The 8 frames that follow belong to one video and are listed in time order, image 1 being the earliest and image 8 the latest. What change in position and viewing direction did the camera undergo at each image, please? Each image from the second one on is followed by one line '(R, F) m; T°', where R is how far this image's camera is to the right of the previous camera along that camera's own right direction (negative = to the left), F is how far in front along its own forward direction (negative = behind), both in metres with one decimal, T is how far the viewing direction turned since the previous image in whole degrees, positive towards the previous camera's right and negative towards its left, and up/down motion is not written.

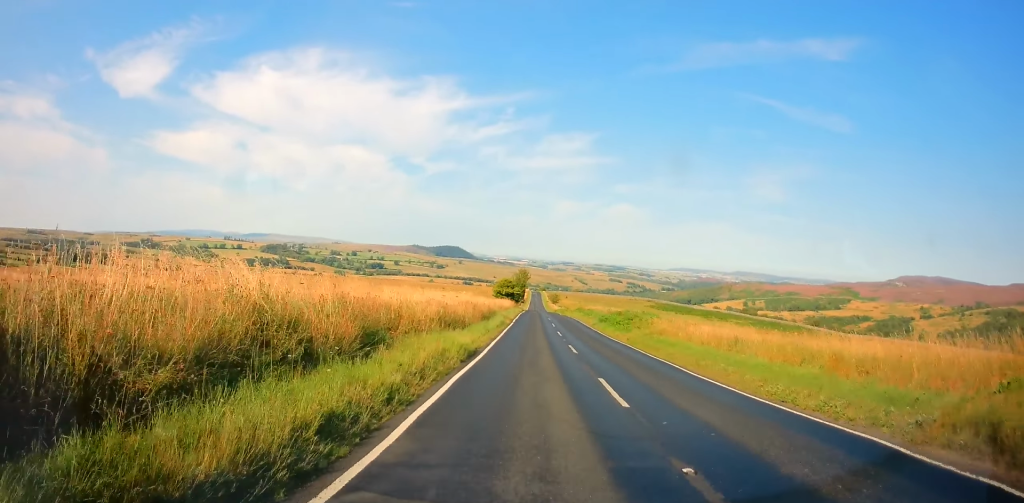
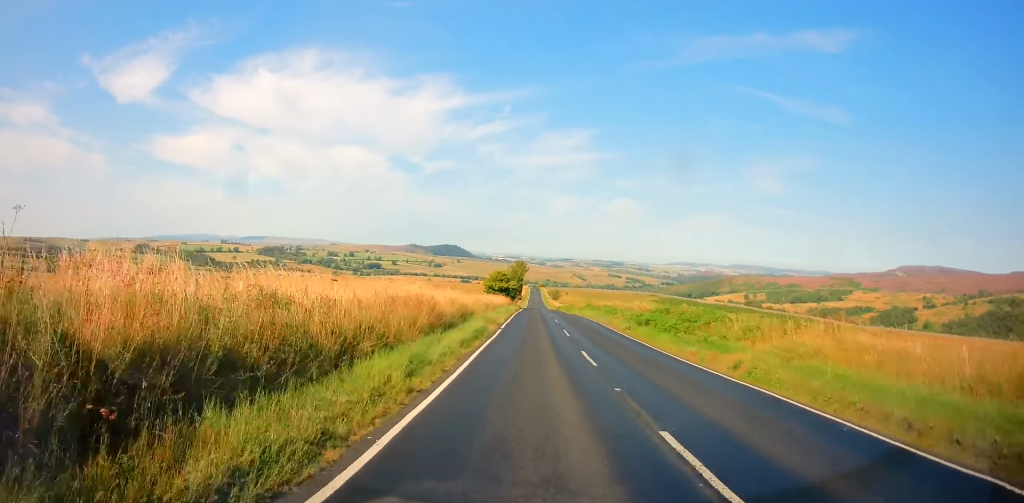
(+0.2, +14.0) m; +1°
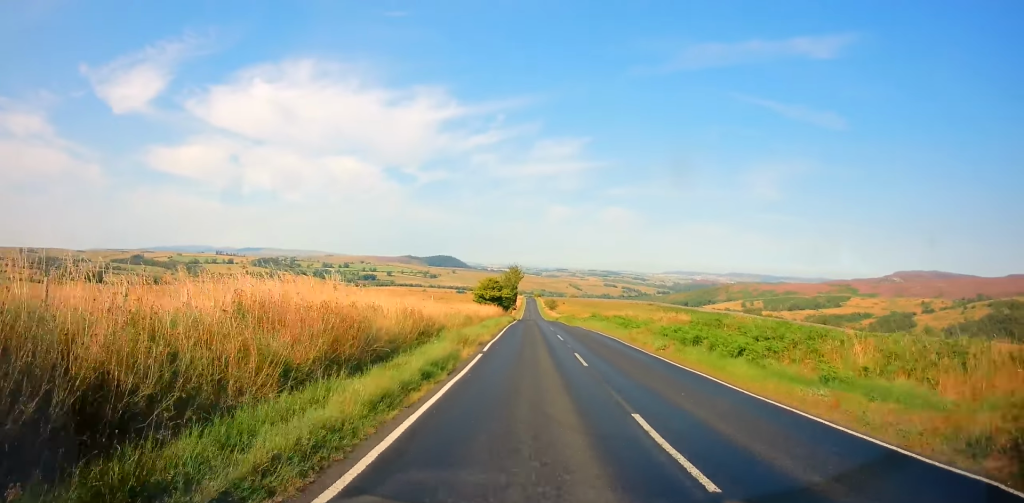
(0.0, +7.6) m; 0°
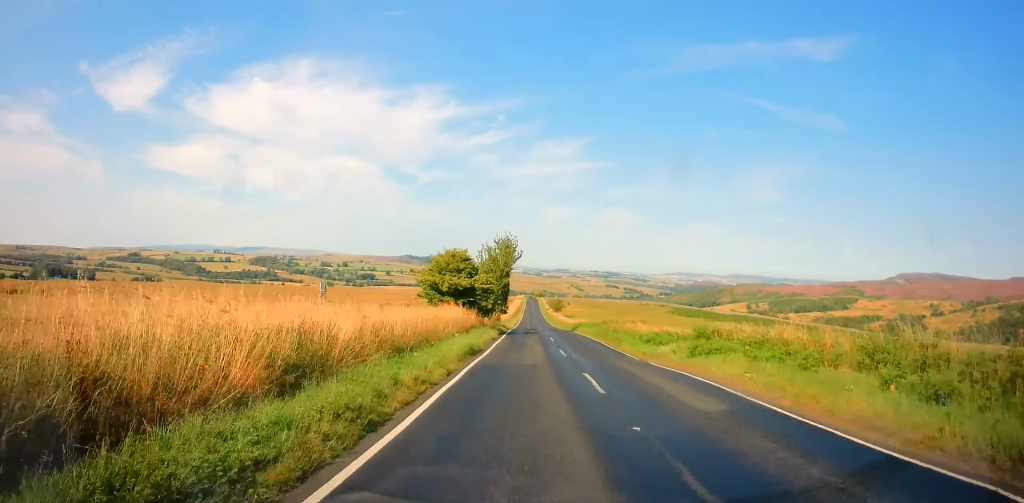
(-0.3, +31.2) m; 0°
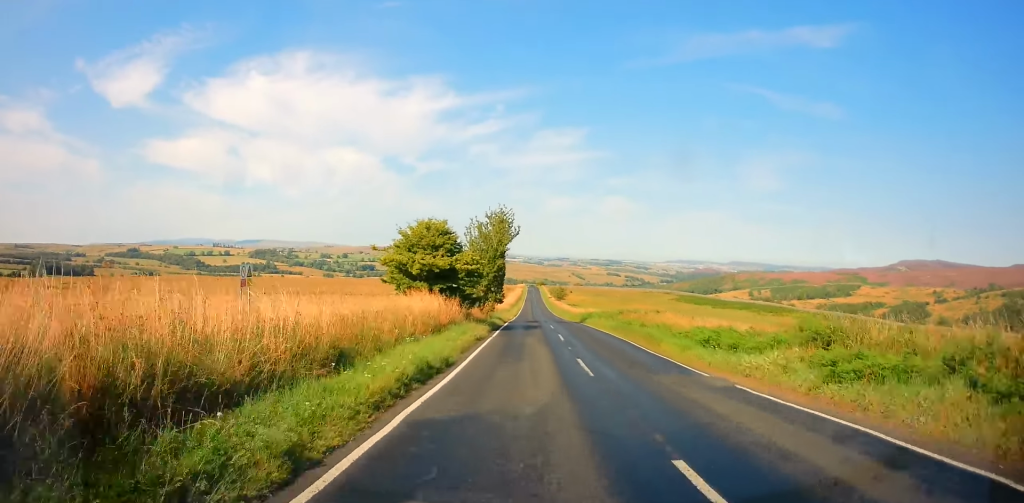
(+0.1, +7.9) m; 0°
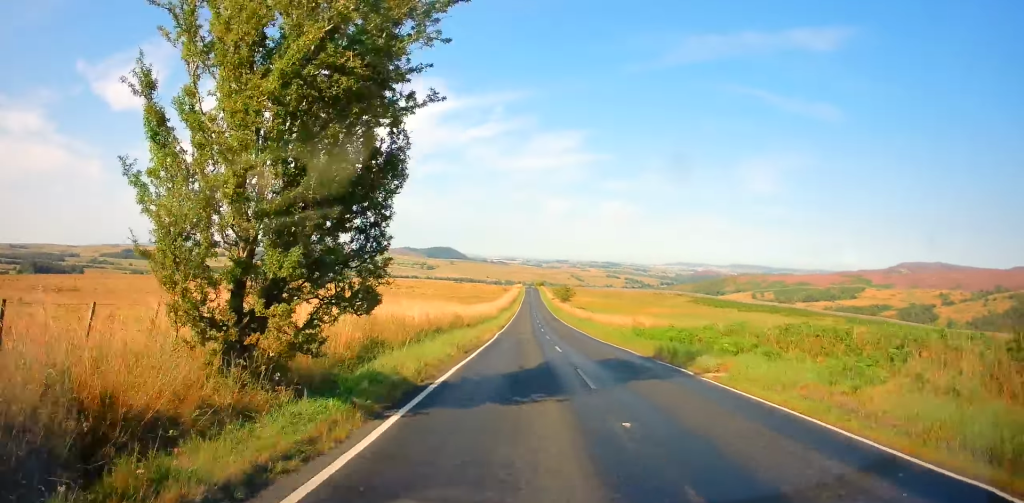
(-0.2, +28.7) m; -1°
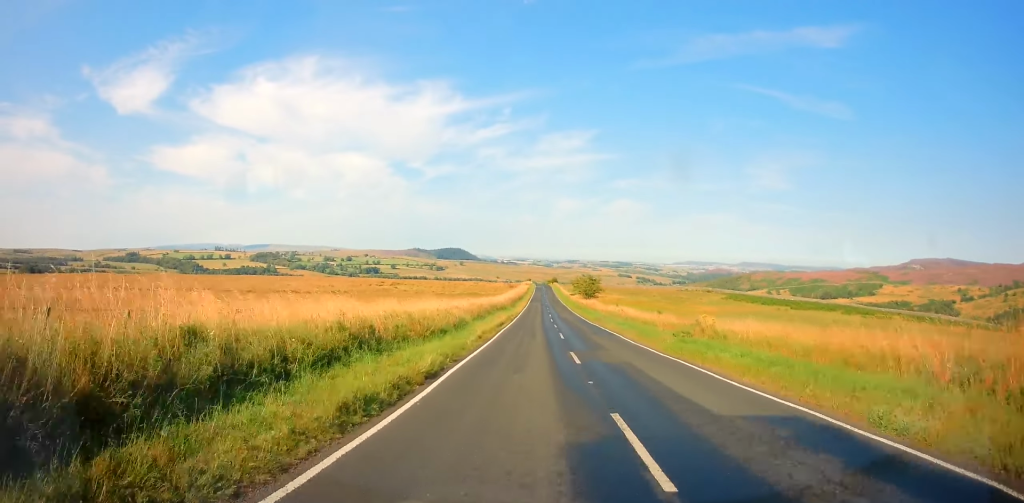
(+0.3, +32.6) m; +1°
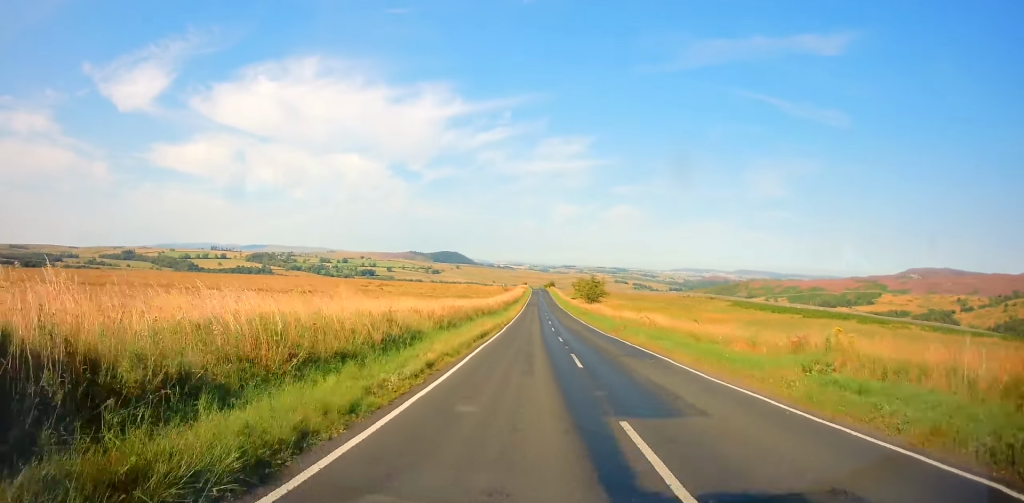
(0.0, +9.6) m; 0°
